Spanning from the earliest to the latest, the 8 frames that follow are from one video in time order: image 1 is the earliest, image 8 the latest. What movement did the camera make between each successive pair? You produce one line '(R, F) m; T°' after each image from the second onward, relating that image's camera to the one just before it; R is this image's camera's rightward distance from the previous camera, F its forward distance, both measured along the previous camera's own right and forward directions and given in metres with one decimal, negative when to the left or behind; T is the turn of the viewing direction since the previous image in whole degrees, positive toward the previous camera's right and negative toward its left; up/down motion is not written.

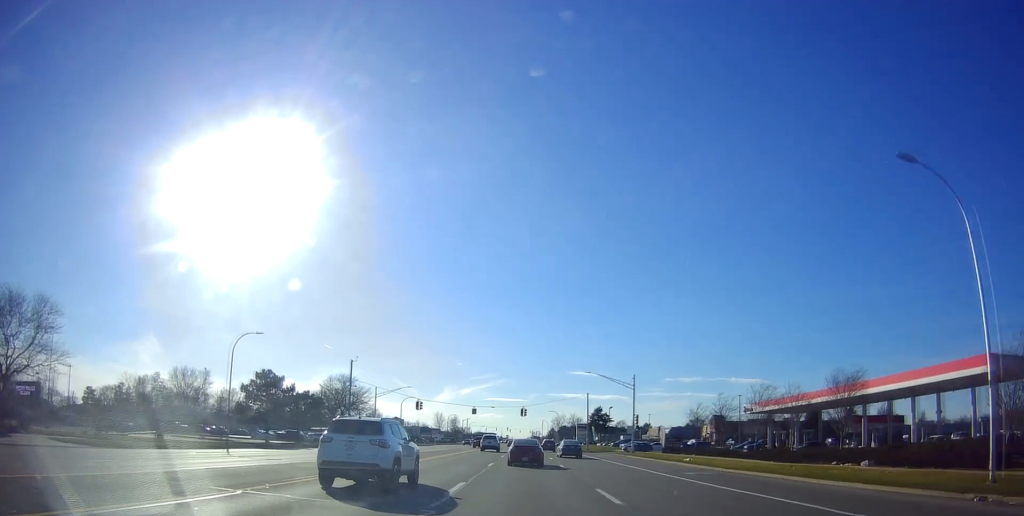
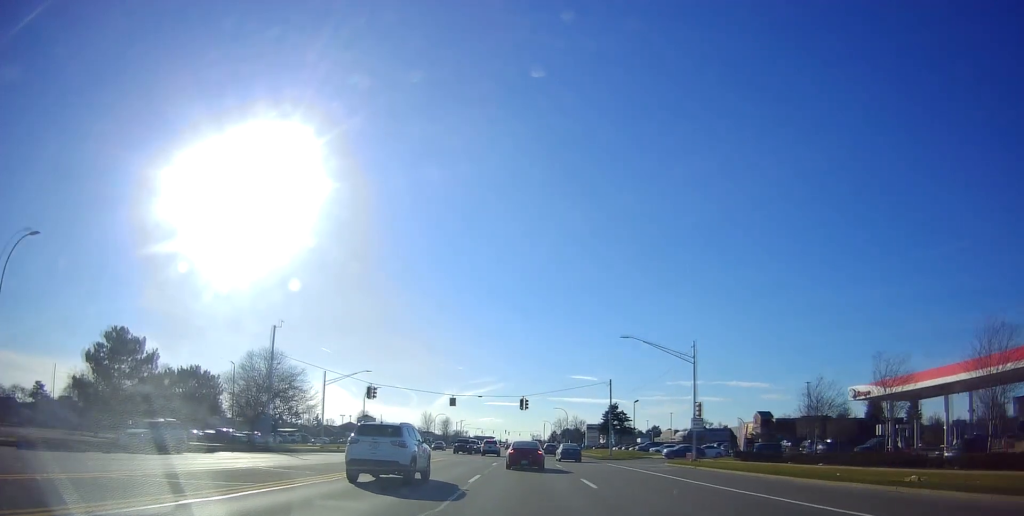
(+0.4, +28.9) m; +1°
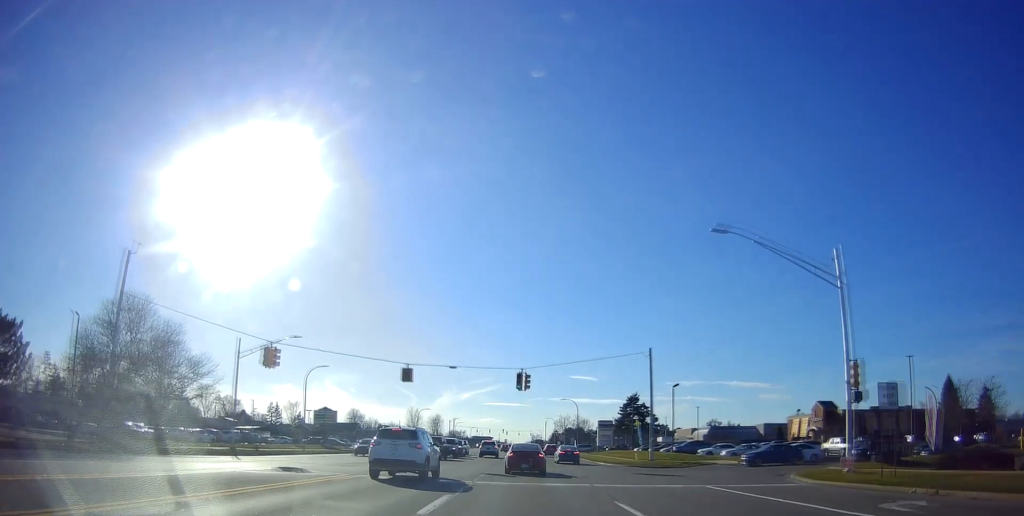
(-0.4, +22.9) m; -1°
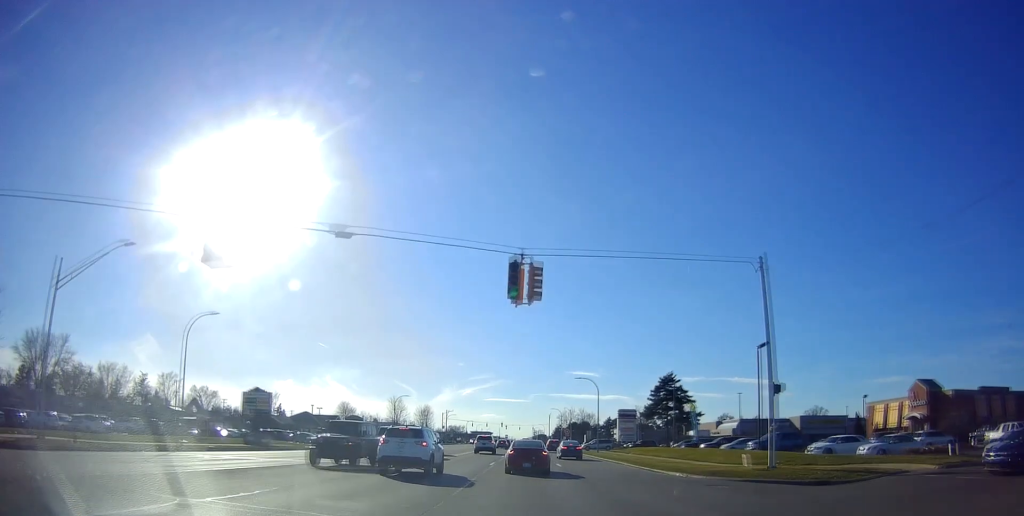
(+0.2, +24.9) m; 0°
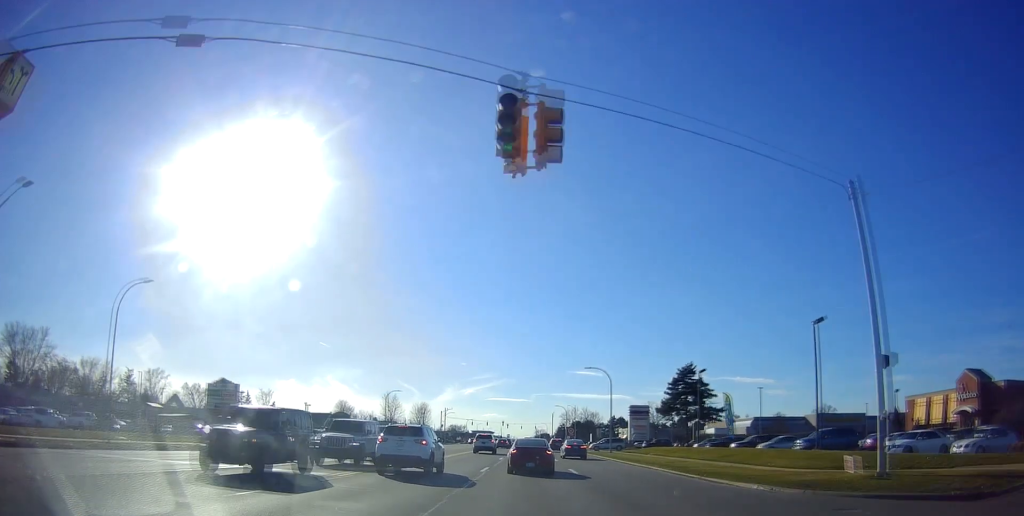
(-0.2, +9.1) m; 0°
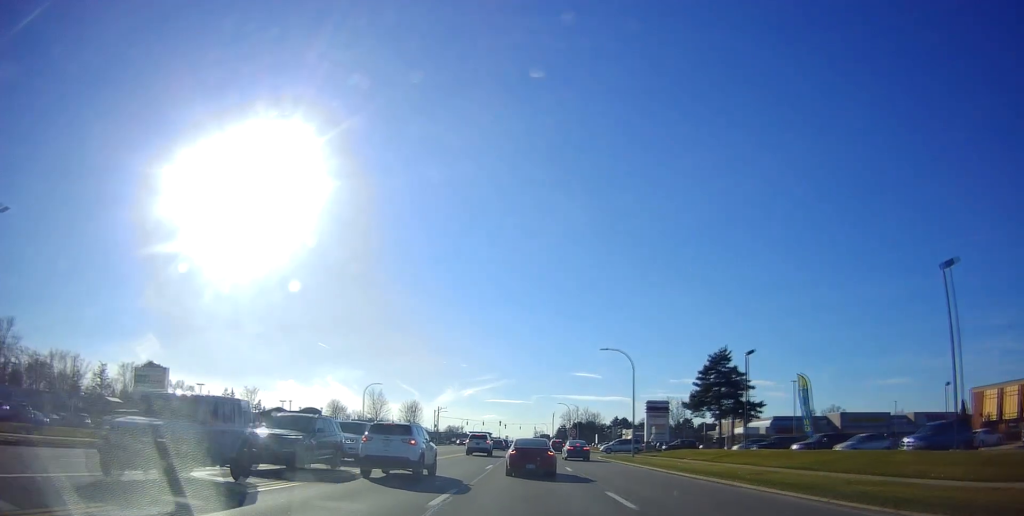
(+0.1, +14.3) m; +1°
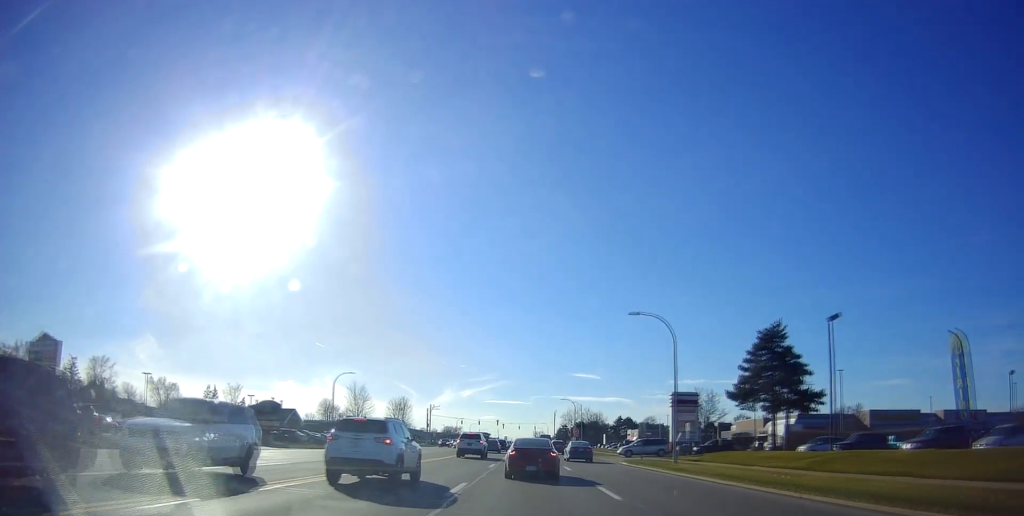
(+0.3, +16.4) m; +1°
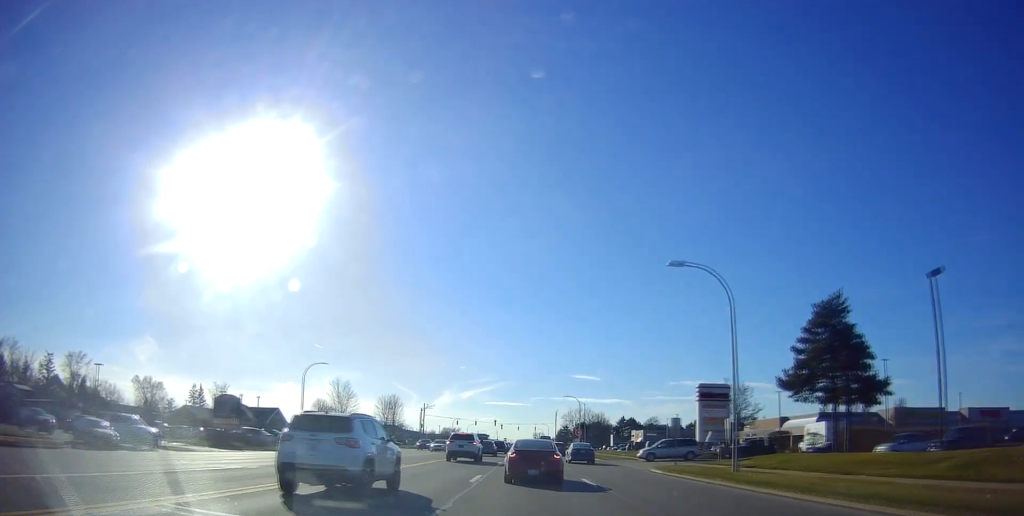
(0.0, +12.2) m; 0°
